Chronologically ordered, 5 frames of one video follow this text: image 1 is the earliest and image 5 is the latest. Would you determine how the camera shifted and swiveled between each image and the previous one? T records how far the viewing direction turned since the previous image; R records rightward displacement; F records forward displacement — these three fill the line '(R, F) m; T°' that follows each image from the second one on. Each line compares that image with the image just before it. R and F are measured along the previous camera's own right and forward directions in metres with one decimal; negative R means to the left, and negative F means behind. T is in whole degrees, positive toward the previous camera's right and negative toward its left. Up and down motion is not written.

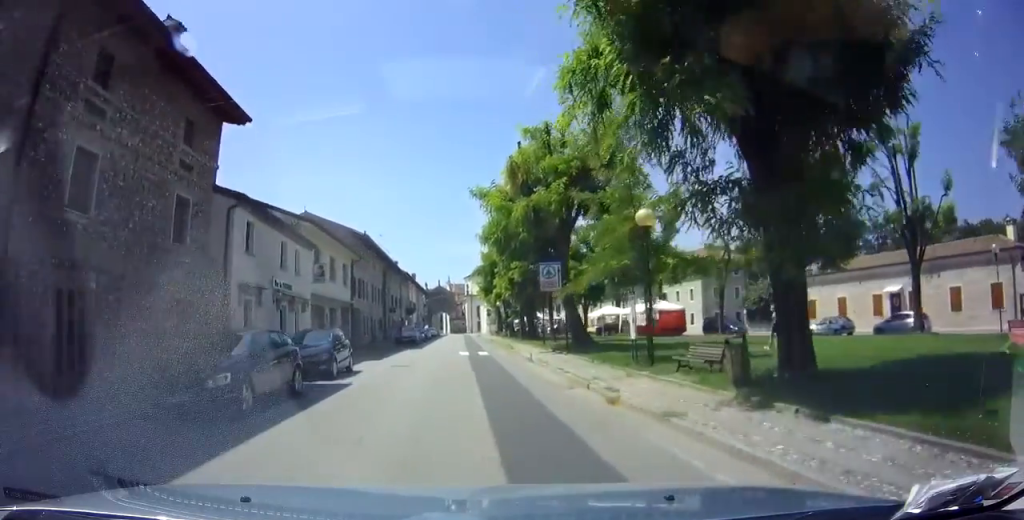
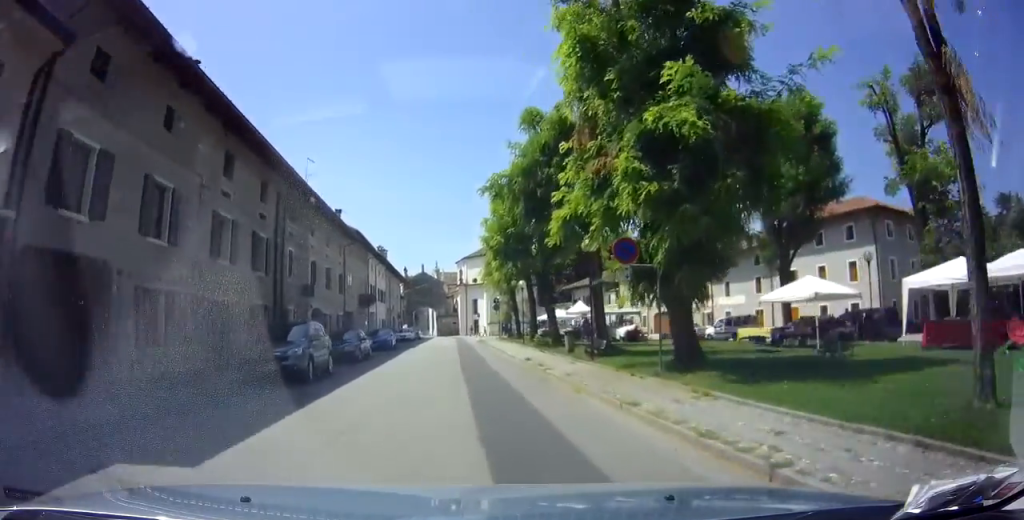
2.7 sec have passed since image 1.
(+1.5, +29.2) m; +1°
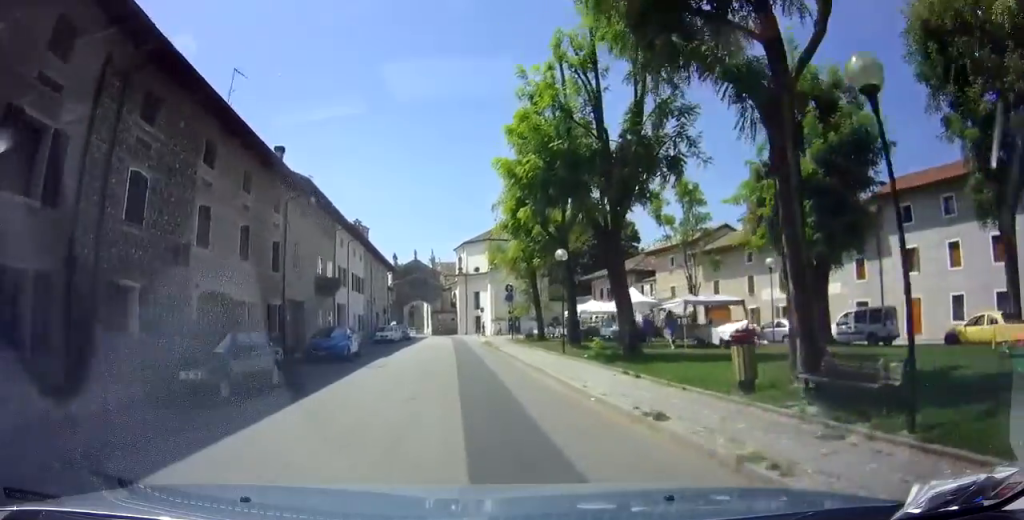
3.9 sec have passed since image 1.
(-0.7, +12.5) m; -1°
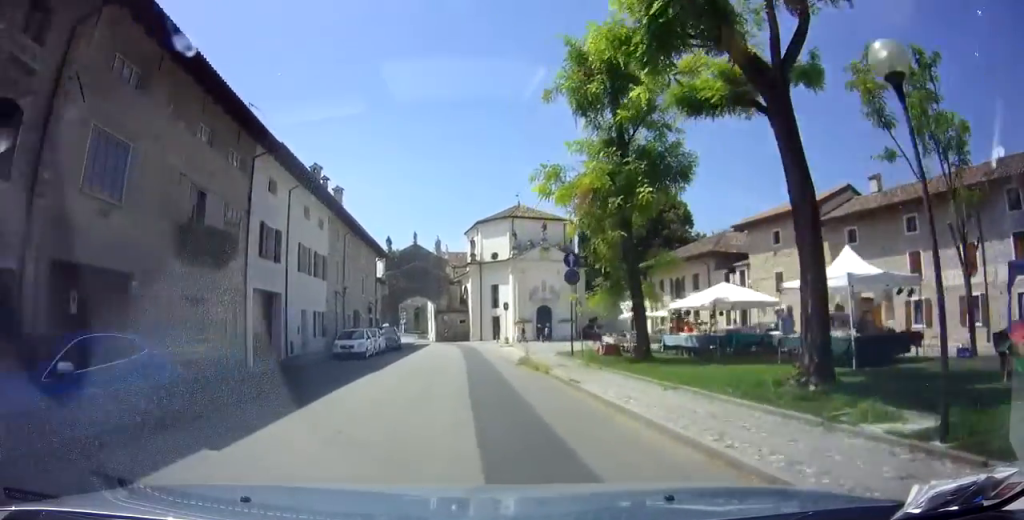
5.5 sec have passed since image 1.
(+0.6, +16.3) m; 0°
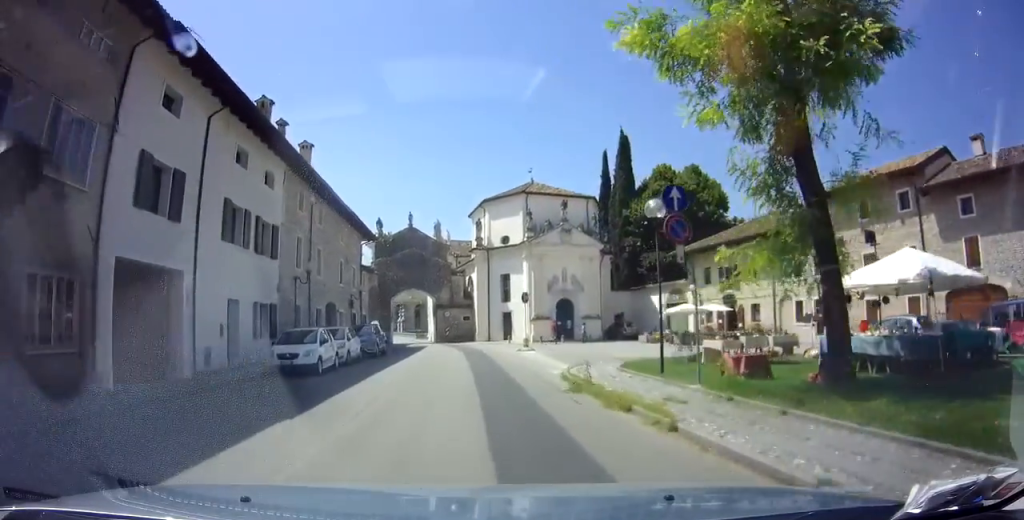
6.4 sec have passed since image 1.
(-0.4, +8.4) m; -2°
